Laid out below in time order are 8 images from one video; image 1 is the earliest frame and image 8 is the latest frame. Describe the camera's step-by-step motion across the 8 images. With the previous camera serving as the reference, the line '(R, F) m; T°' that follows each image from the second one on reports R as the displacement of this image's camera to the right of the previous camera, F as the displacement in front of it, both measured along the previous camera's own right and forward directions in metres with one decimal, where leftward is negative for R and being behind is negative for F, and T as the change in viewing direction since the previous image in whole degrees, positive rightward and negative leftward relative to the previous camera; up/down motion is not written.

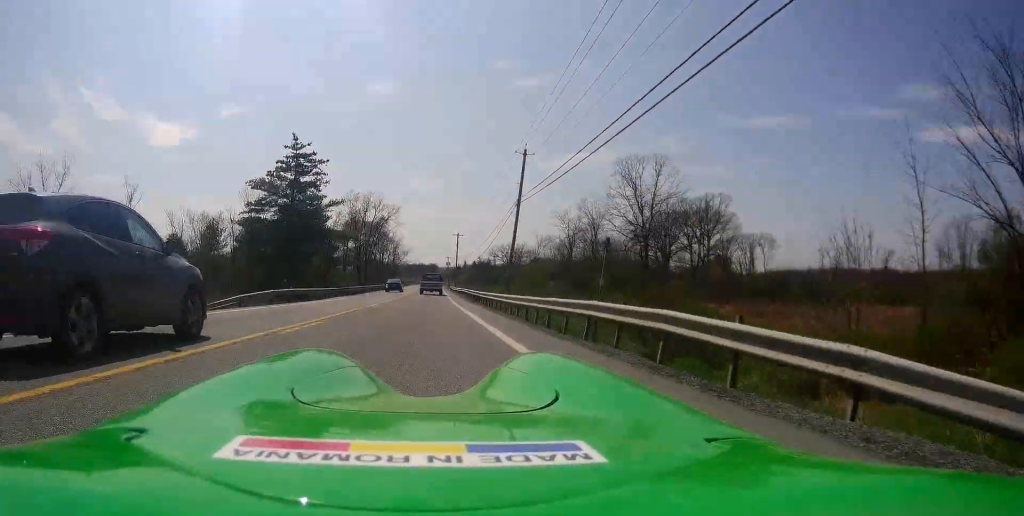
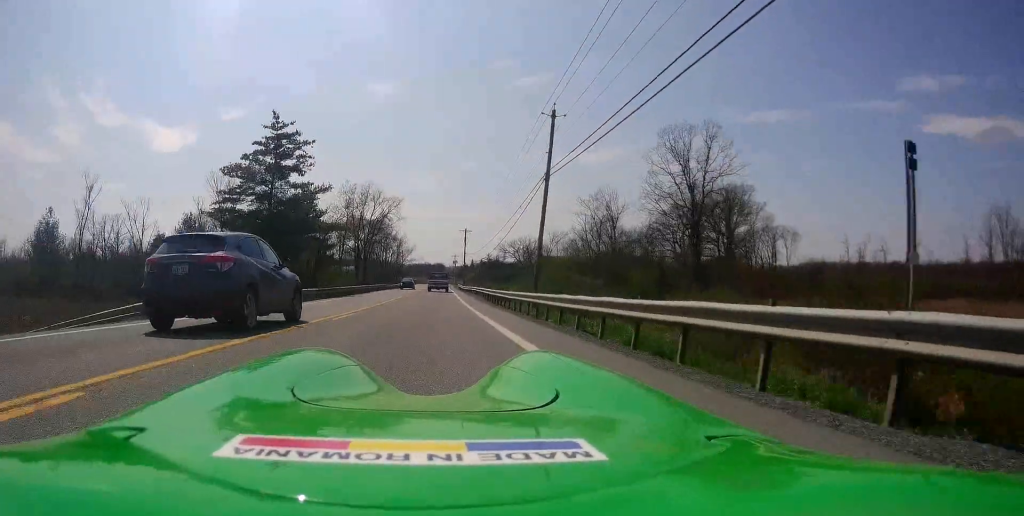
(-0.1, +8.5) m; -1°
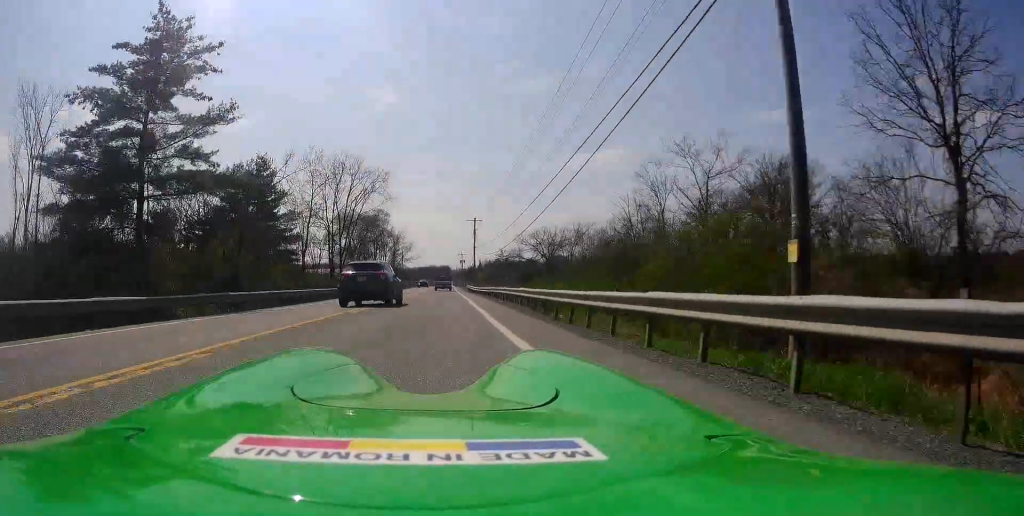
(0.0, +21.6) m; 0°
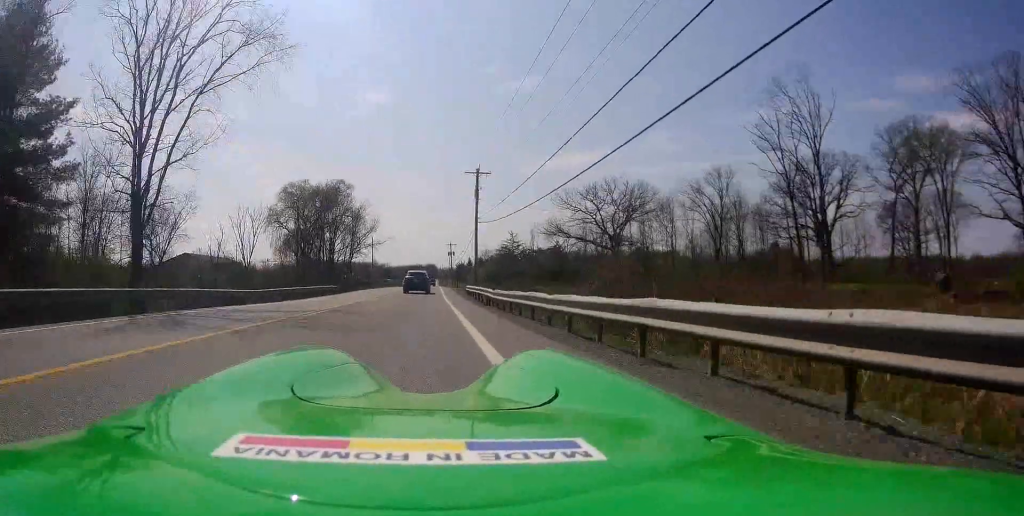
(+0.1, +39.1) m; 0°
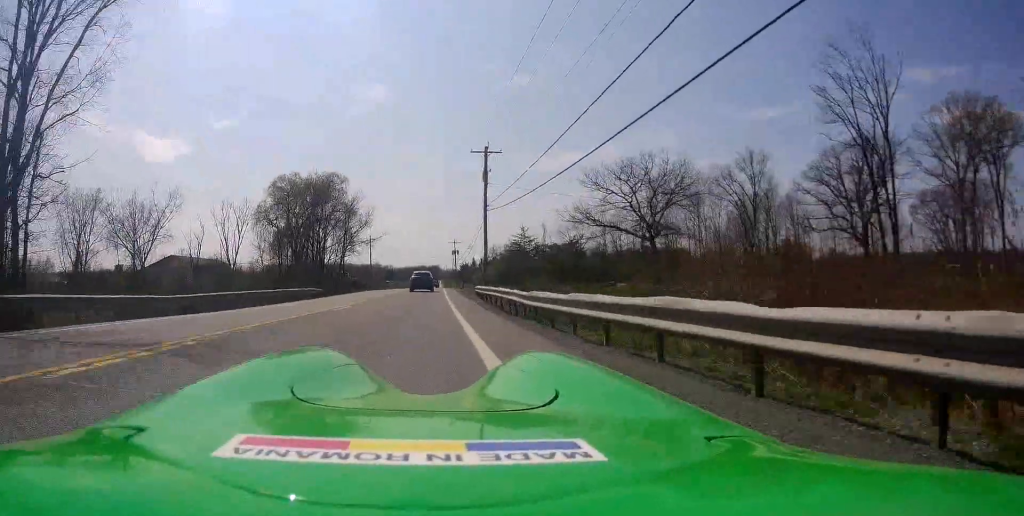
(0.0, +8.7) m; +1°
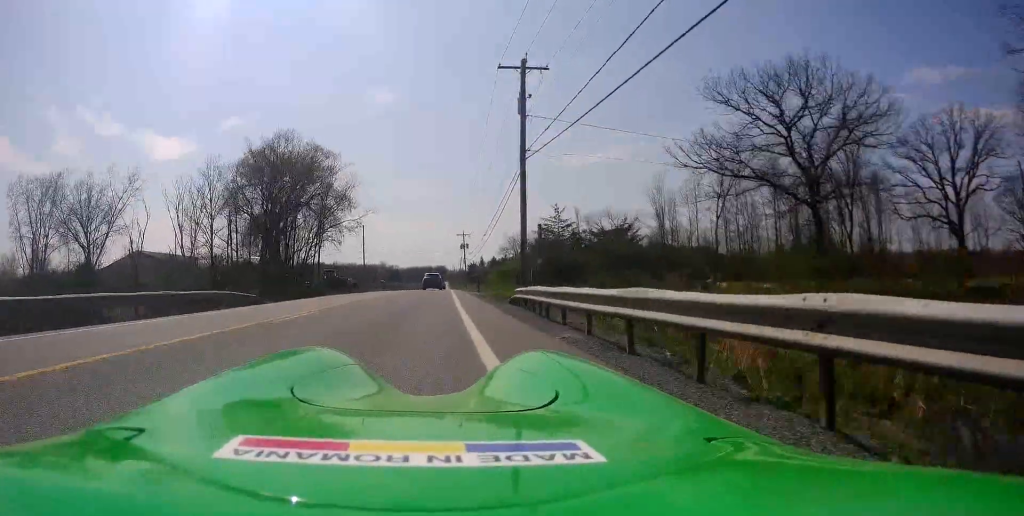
(+0.4, +18.0) m; 0°
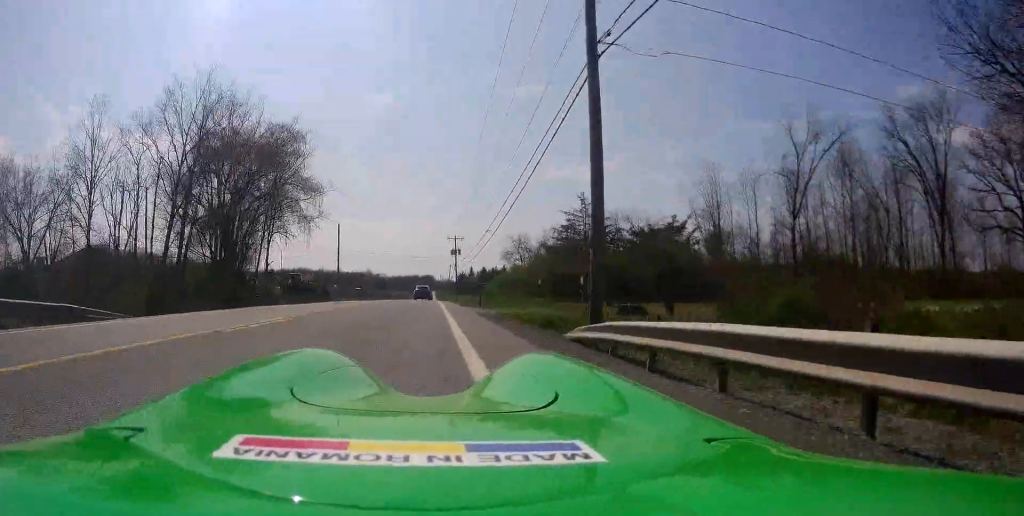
(-0.4, +14.0) m; -1°
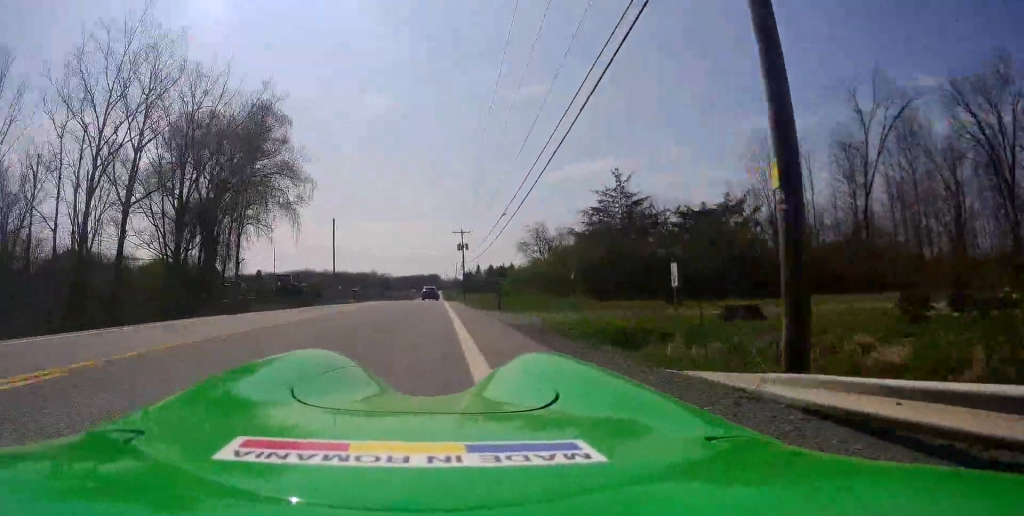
(-0.5, +7.3) m; 0°
